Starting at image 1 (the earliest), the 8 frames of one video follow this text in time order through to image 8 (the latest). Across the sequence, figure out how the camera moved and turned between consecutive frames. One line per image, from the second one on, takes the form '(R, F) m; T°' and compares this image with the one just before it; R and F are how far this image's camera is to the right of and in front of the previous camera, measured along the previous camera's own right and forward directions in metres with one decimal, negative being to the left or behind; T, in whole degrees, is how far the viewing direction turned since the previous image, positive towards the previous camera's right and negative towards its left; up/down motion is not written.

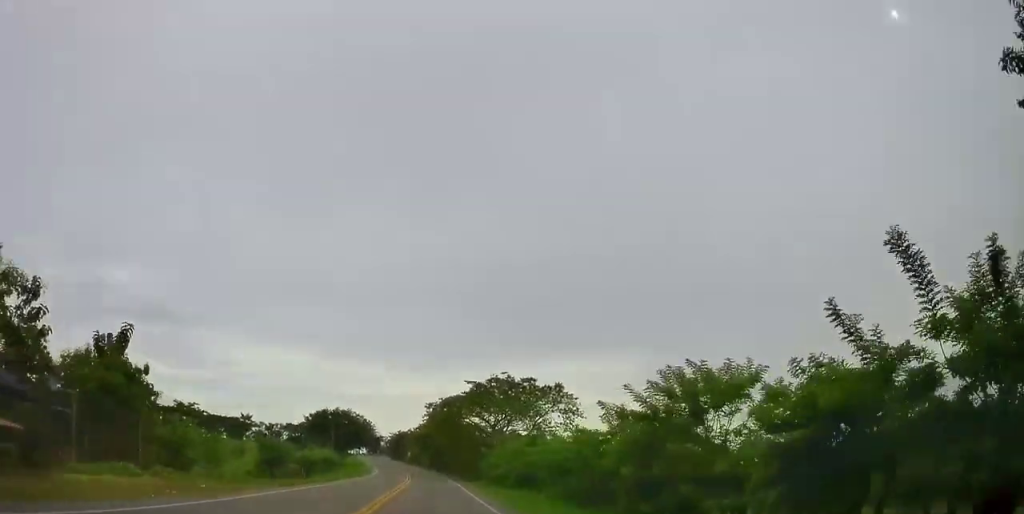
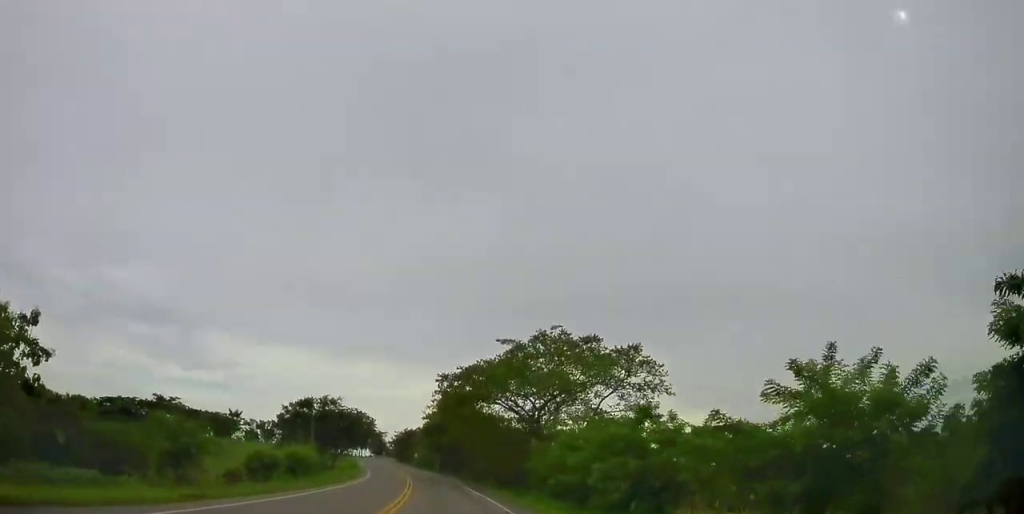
(-0.8, +22.1) m; -2°
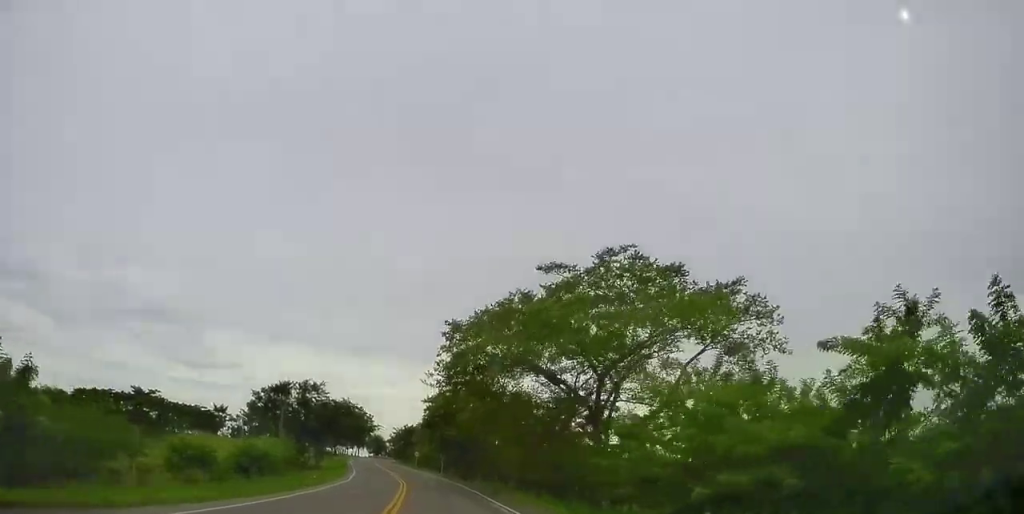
(+0.1, +15.3) m; +1°
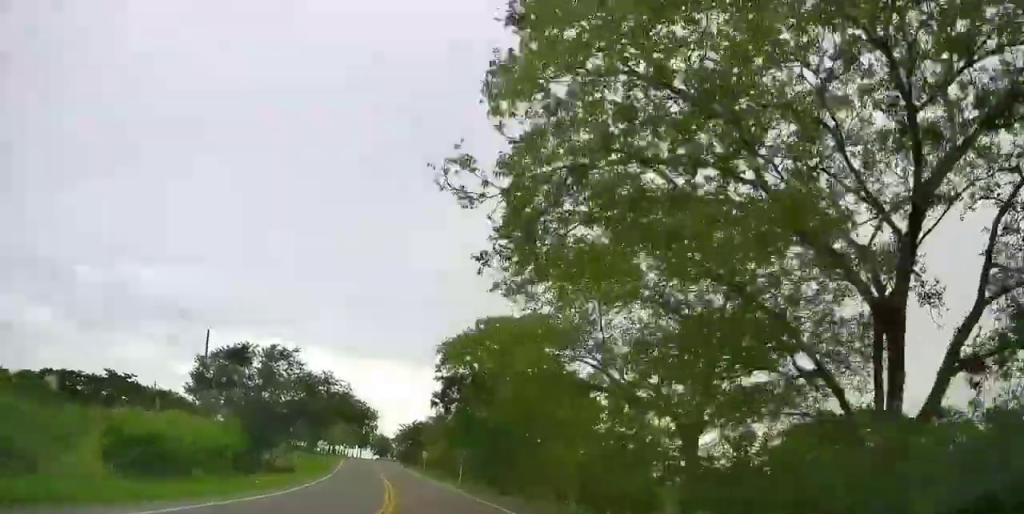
(+0.2, +19.9) m; +1°
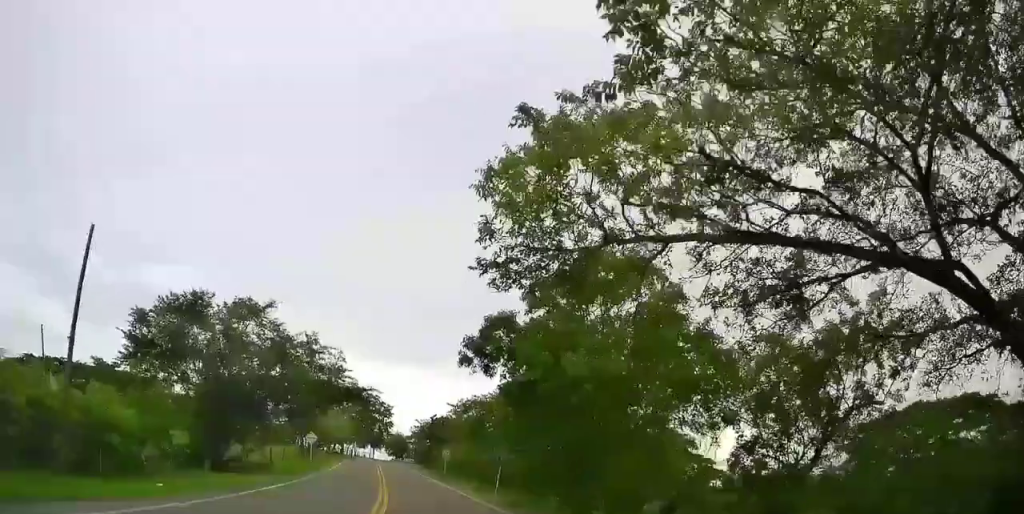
(+0.2, +14.5) m; -1°
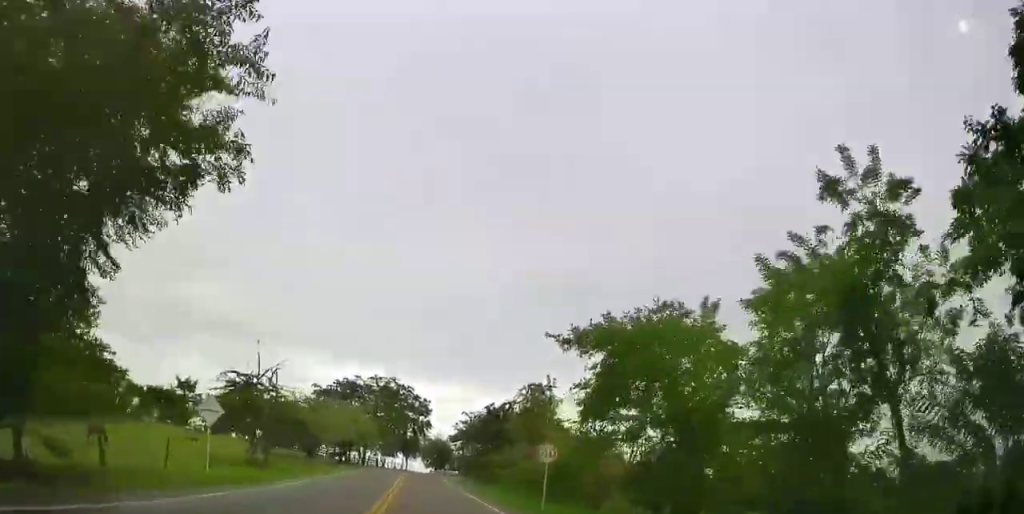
(-1.3, +29.4) m; -4°
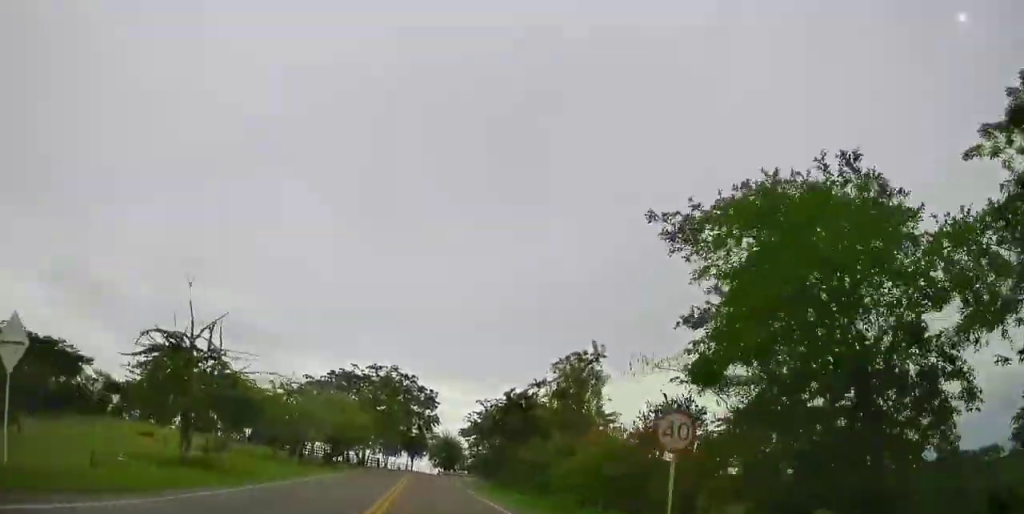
(+0.1, +10.4) m; 0°
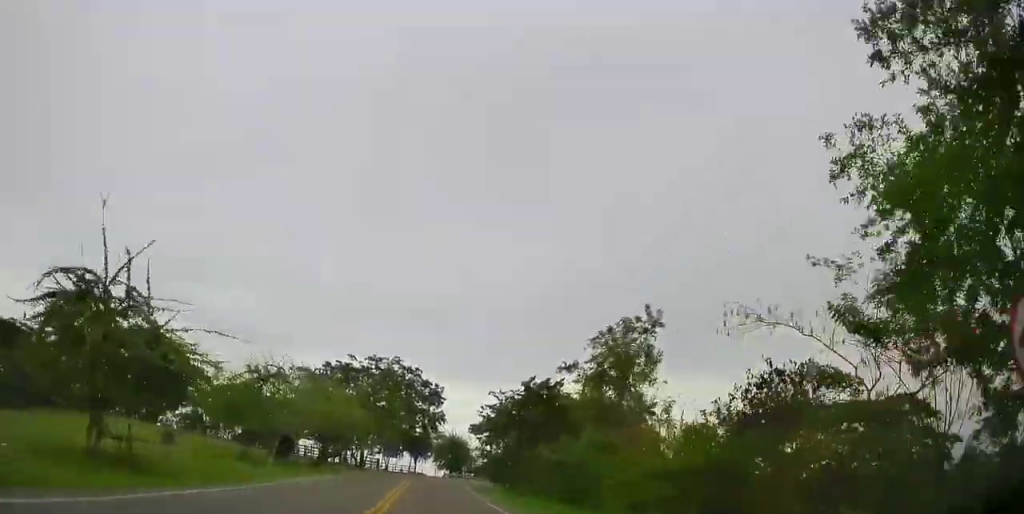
(+0.1, +7.4) m; 0°
